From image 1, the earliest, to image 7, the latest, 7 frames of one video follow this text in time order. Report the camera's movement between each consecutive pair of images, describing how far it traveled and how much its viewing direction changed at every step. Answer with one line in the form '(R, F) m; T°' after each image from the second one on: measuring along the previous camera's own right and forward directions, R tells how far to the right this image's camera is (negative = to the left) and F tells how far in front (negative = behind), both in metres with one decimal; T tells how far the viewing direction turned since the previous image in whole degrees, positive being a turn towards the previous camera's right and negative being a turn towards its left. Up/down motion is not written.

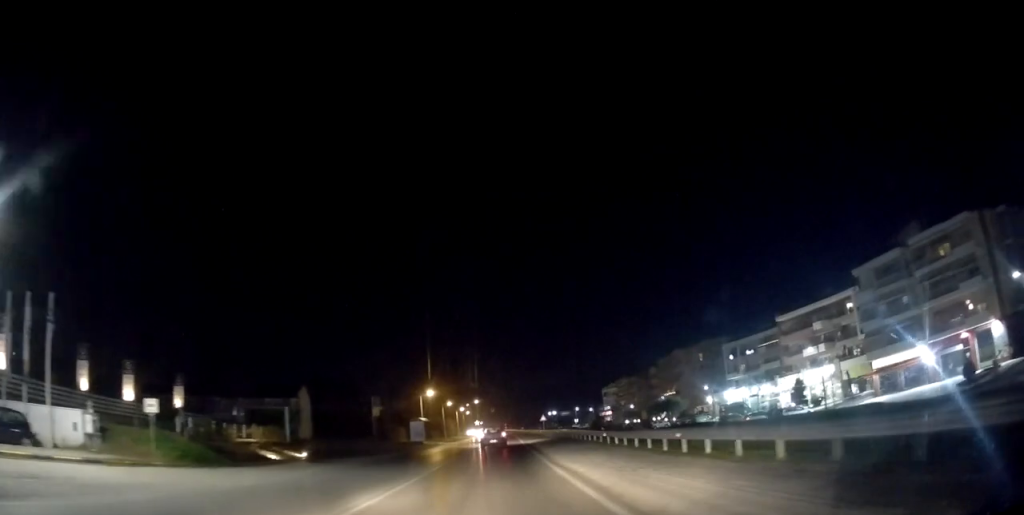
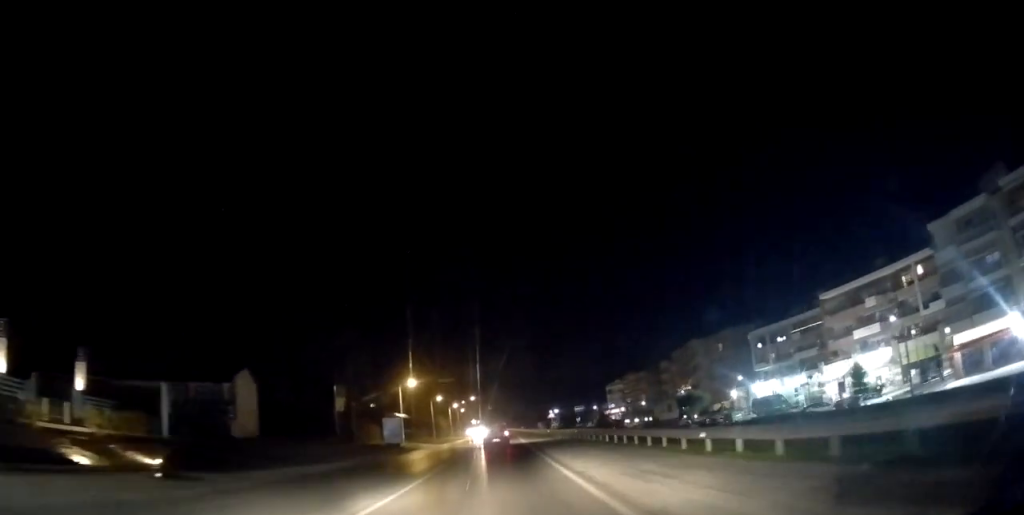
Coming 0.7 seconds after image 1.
(-0.2, +13.6) m; 0°
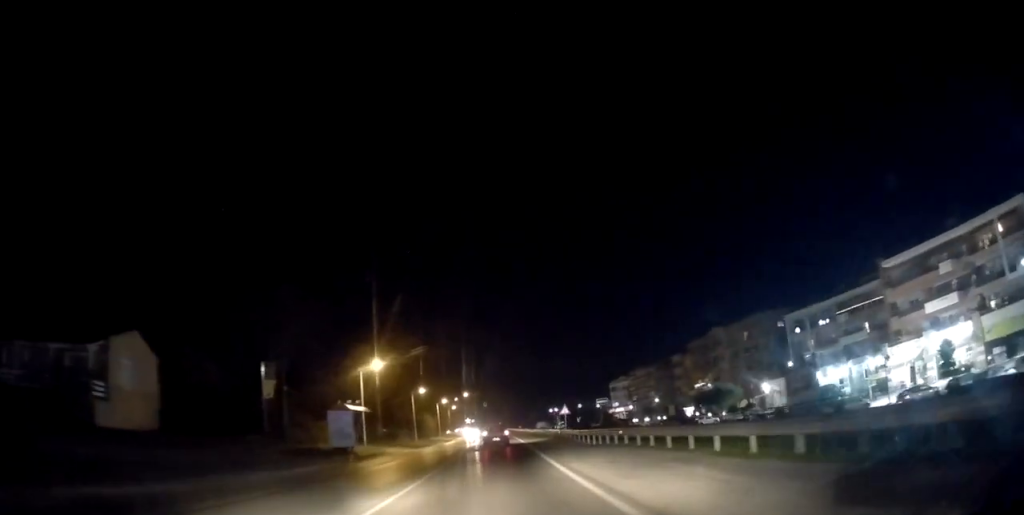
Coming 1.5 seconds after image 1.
(+0.4, +14.7) m; +2°
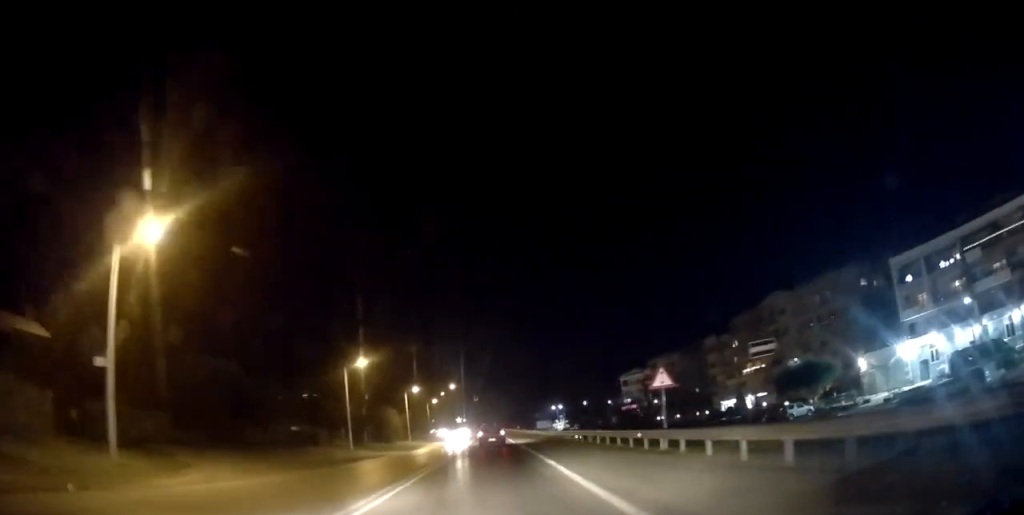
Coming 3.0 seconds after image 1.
(0.0, +27.7) m; +1°
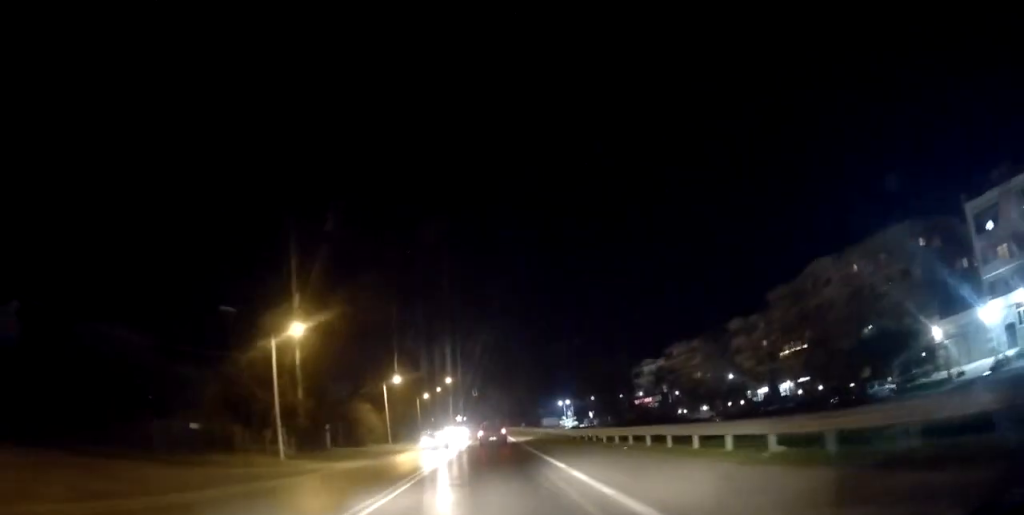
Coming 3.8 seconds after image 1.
(+0.1, +13.3) m; 0°
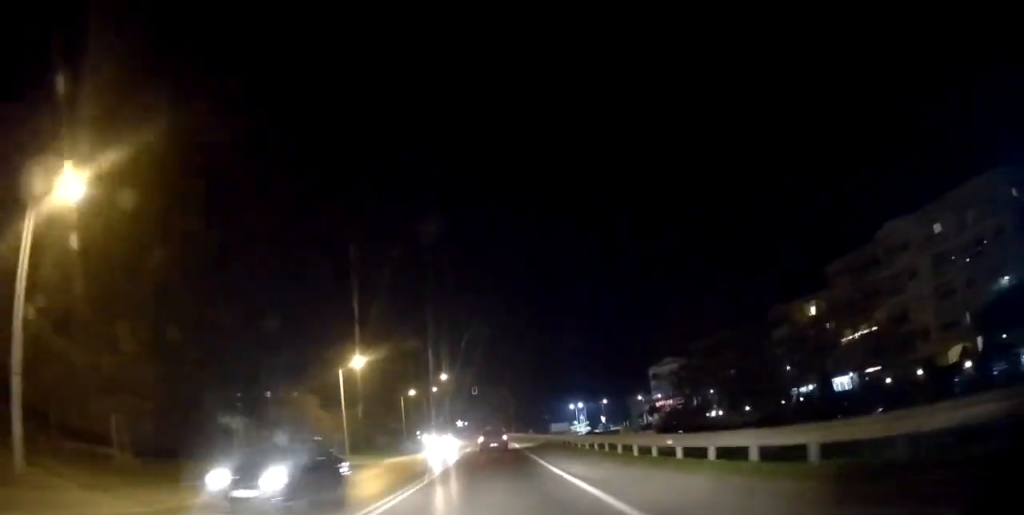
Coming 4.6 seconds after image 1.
(+0.2, +16.2) m; -1°
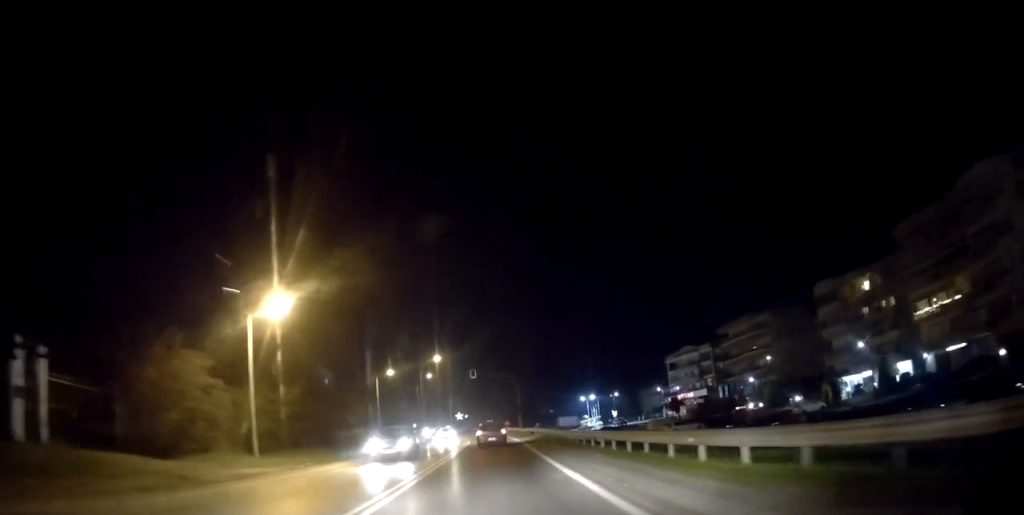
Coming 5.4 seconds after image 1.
(-0.6, +14.0) m; -1°
